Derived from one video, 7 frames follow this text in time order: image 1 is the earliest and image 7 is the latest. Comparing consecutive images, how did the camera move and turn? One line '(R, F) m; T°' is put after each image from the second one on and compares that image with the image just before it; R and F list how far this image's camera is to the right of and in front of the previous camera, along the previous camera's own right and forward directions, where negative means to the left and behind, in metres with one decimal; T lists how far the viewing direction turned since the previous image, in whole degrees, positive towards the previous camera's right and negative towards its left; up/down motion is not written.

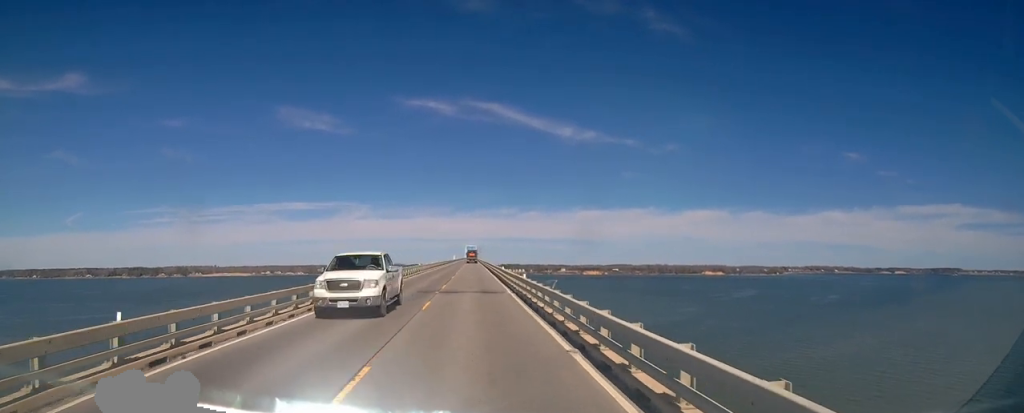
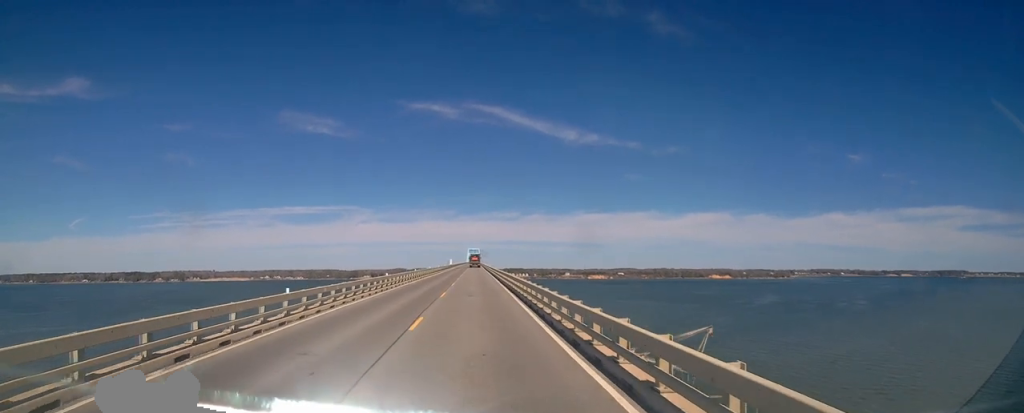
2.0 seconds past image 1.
(0.0, +41.0) m; 0°
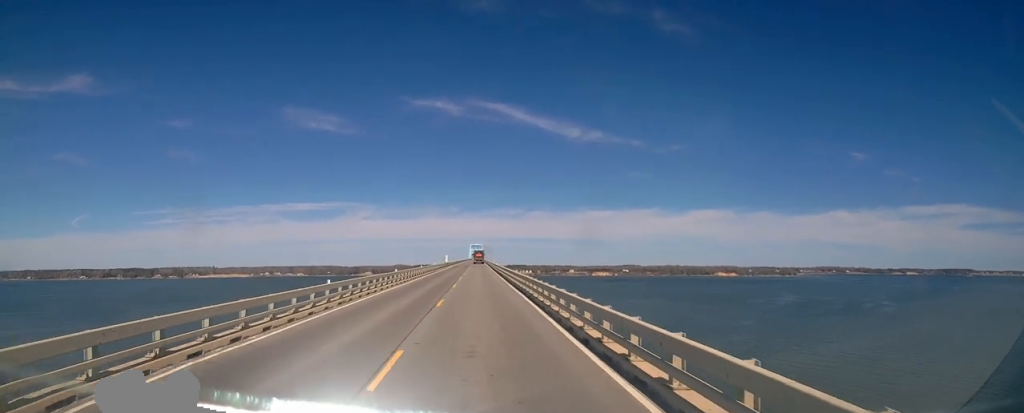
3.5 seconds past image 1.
(-0.1, +31.7) m; 0°
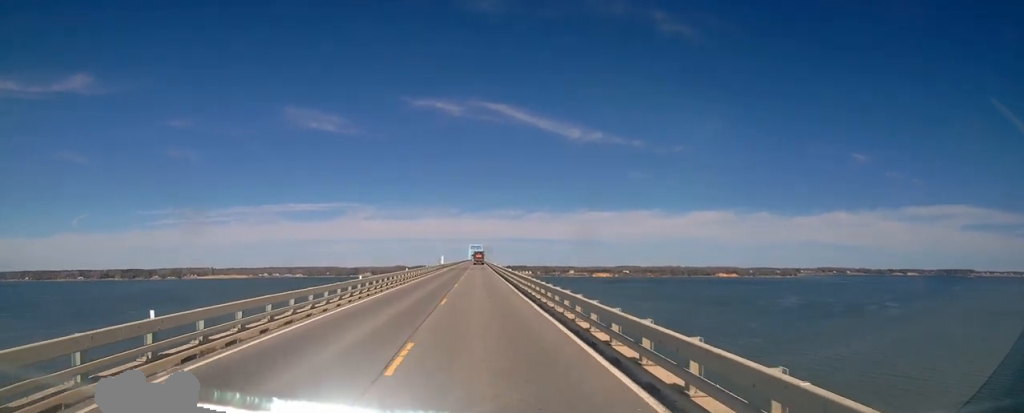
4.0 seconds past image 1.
(0.0, +11.3) m; 0°
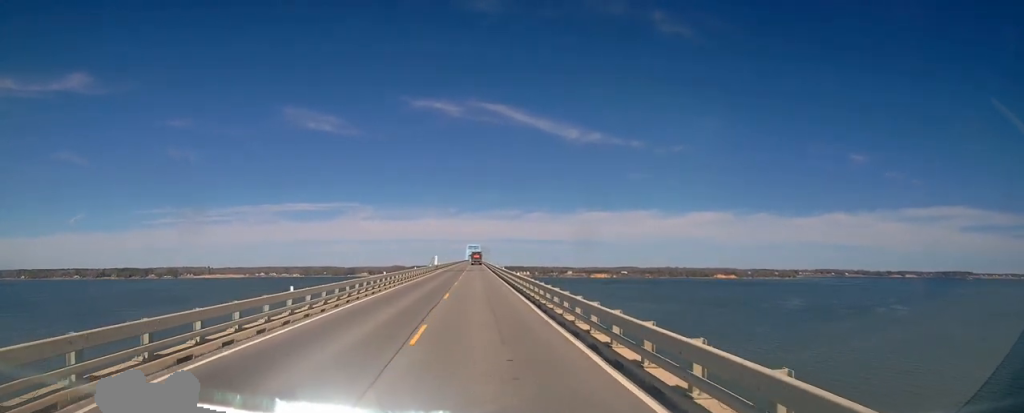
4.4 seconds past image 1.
(0.0, +9.2) m; 0°
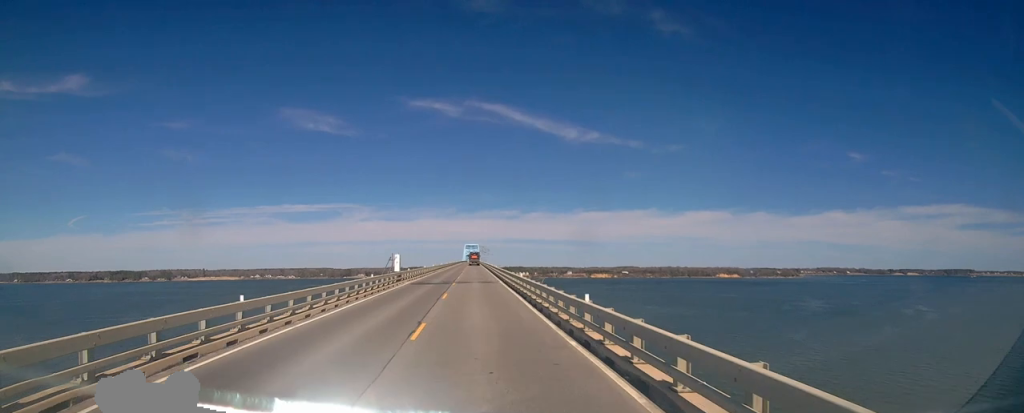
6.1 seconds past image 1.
(+0.2, +36.2) m; 0°
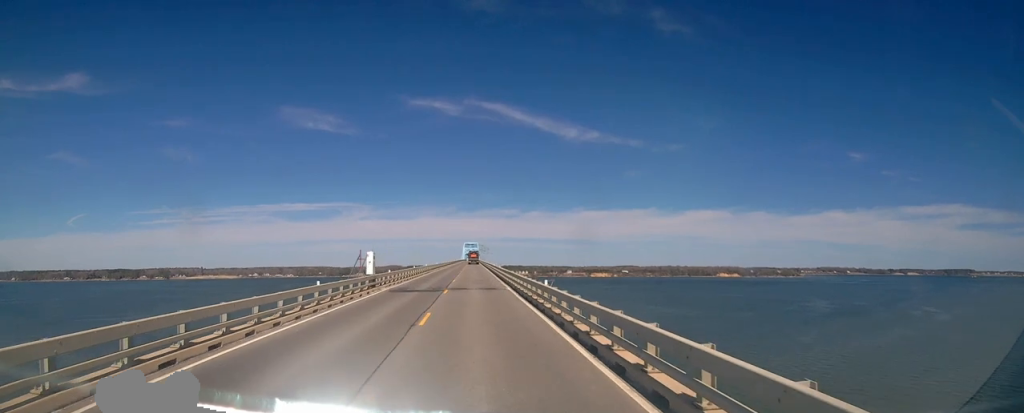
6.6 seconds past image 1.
(0.0, +9.9) m; 0°
